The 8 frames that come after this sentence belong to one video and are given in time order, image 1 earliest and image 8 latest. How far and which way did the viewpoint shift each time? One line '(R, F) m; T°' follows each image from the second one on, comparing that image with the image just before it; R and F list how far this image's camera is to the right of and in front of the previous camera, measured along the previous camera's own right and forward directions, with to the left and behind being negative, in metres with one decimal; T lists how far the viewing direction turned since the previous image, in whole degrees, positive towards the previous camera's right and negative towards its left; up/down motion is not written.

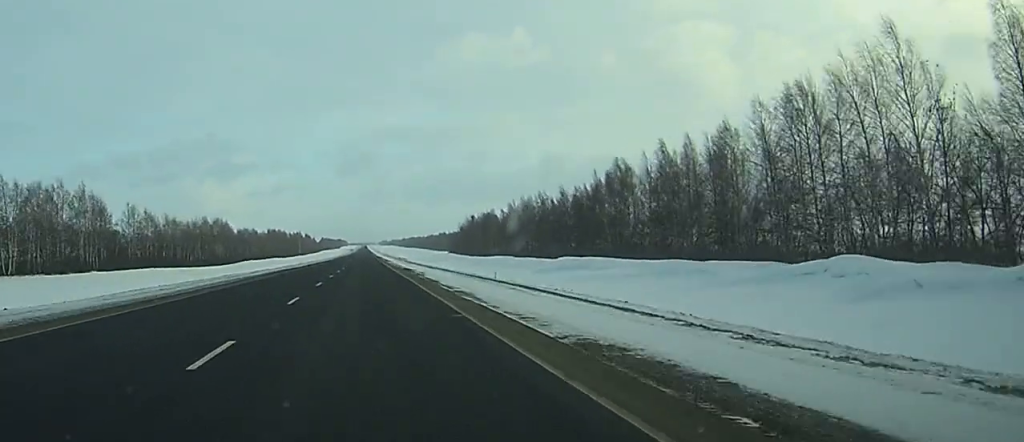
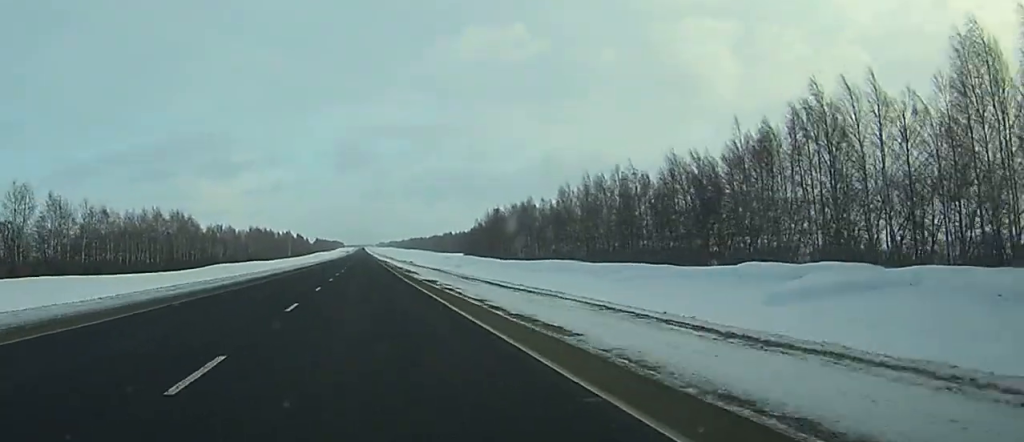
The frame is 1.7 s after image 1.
(0.0, +61.6) m; 0°
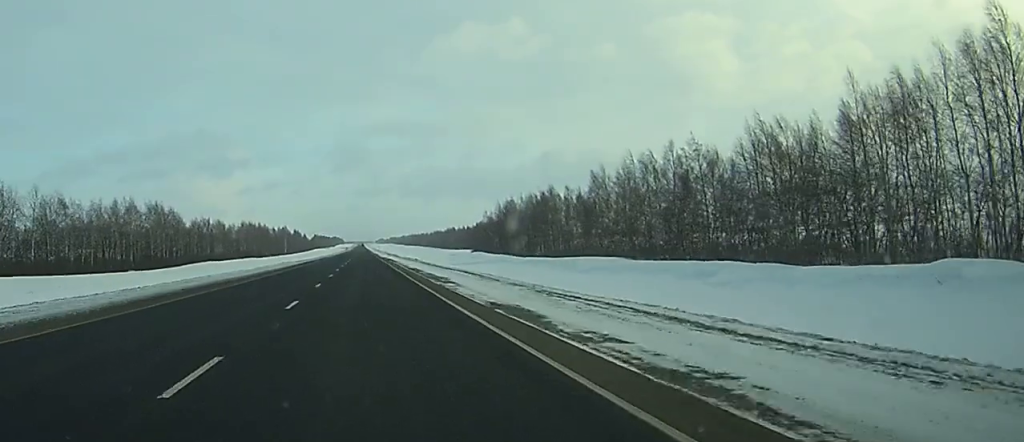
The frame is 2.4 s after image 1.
(0.0, +24.3) m; 0°
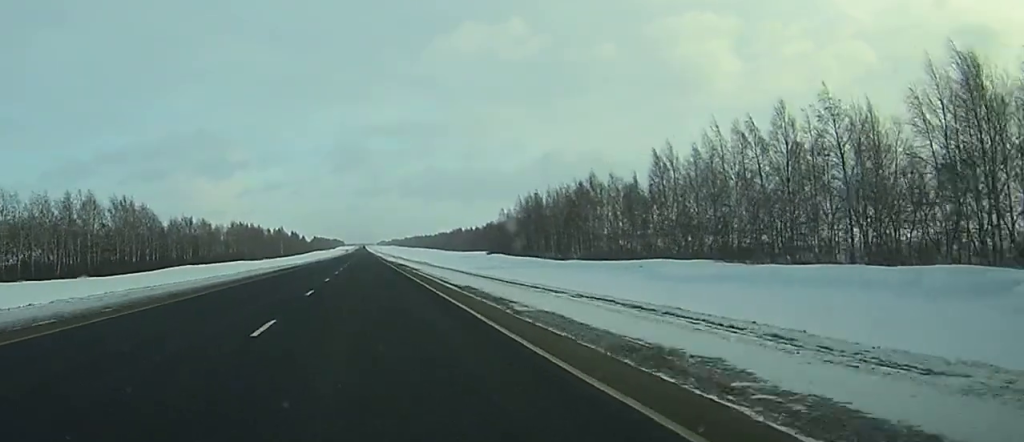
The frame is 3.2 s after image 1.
(+0.1, +30.4) m; 0°
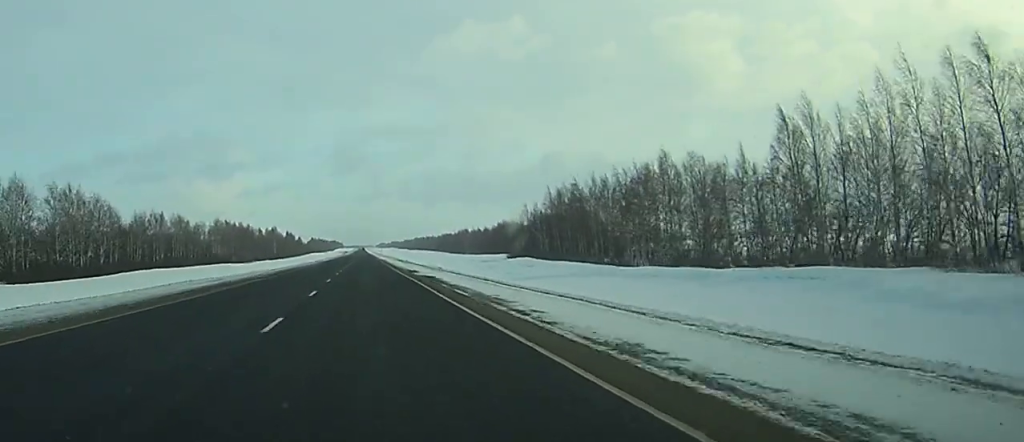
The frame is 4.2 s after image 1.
(0.0, +35.3) m; 0°
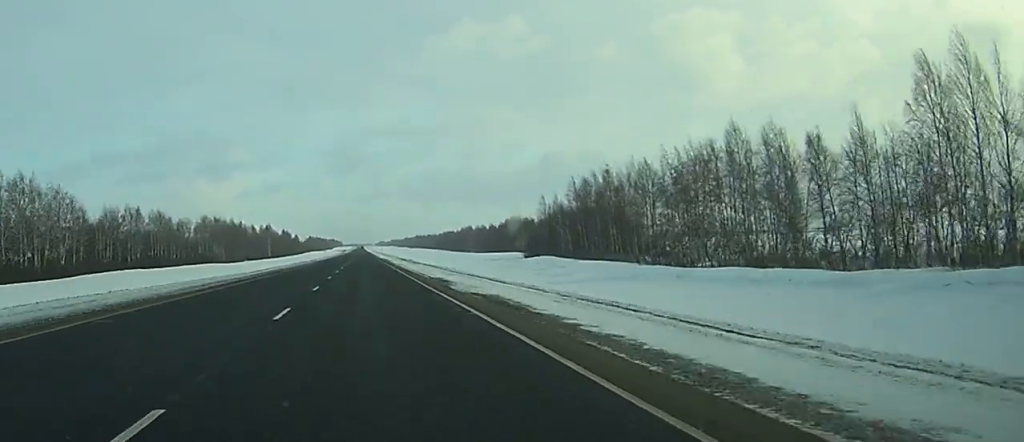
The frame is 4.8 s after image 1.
(-0.1, +22.0) m; 0°
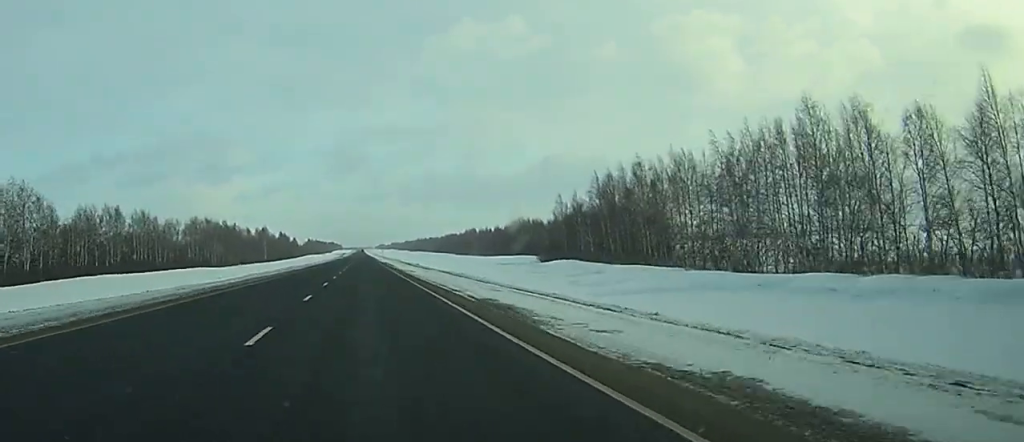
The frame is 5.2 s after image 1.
(0.0, +15.9) m; 0°
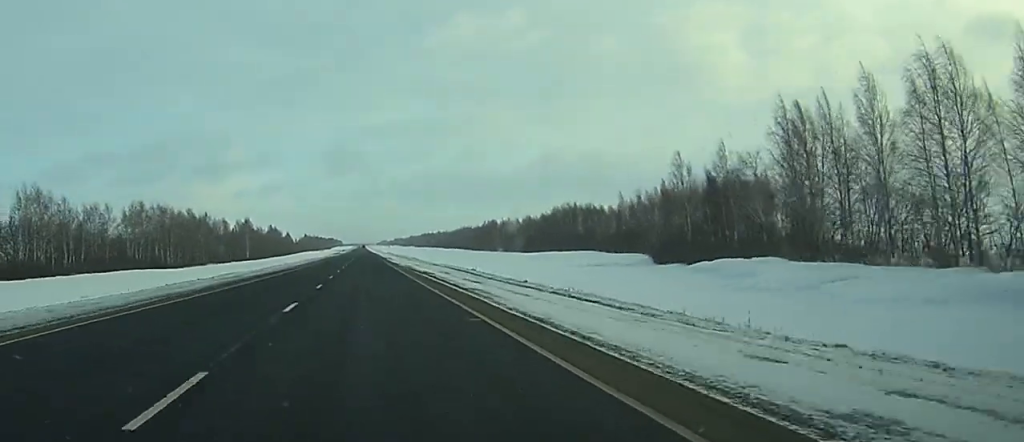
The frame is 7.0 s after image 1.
(+0.1, +66.4) m; 0°
